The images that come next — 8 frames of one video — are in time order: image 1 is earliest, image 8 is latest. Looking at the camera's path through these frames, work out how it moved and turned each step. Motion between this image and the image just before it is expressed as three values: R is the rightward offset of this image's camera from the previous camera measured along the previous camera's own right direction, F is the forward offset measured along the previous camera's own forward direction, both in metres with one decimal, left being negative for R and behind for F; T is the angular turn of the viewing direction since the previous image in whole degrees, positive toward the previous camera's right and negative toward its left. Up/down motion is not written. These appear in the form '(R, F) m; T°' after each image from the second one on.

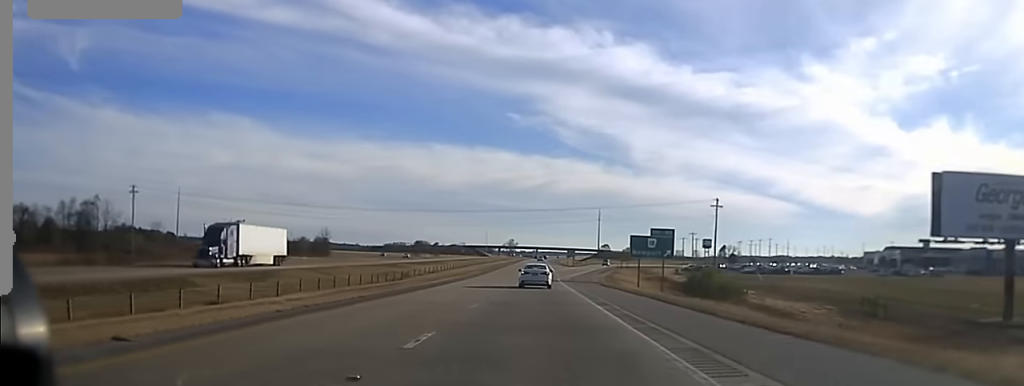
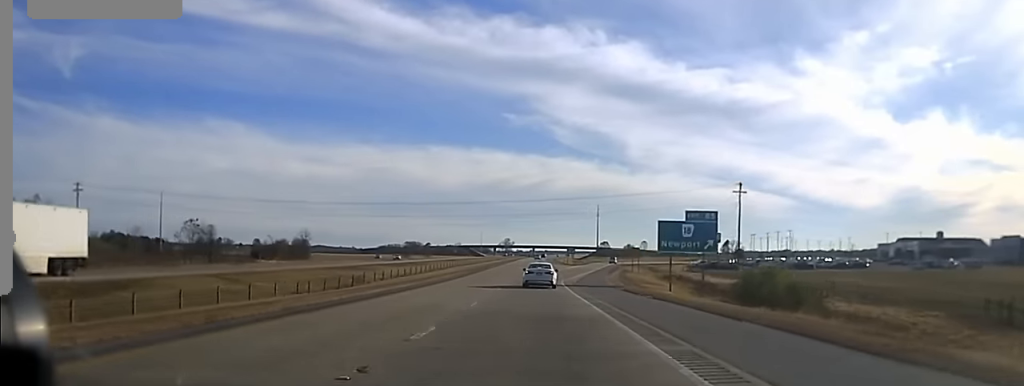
(-0.4, +23.5) m; 0°
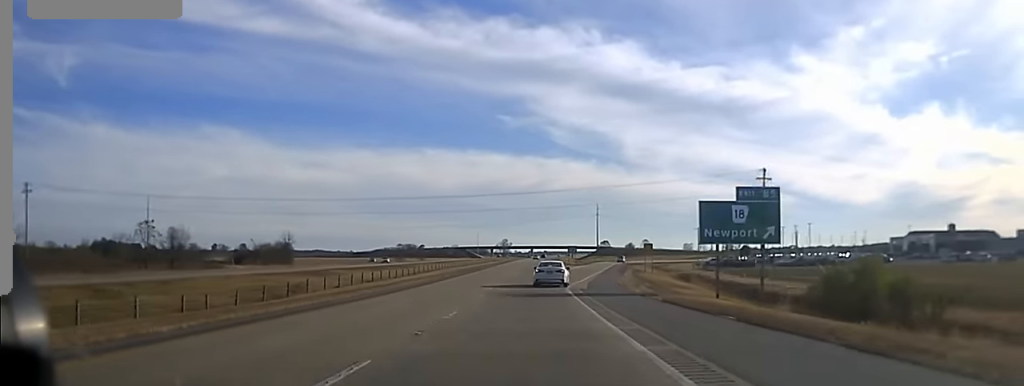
(-0.2, +18.2) m; 0°
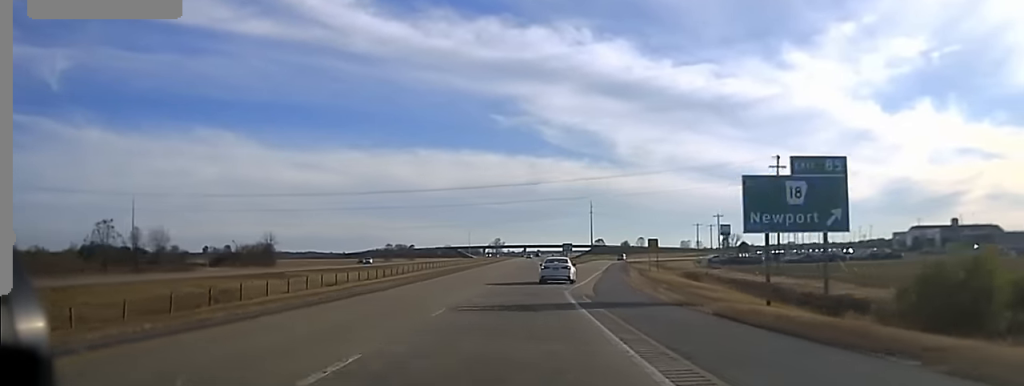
(+0.3, +11.9) m; +1°
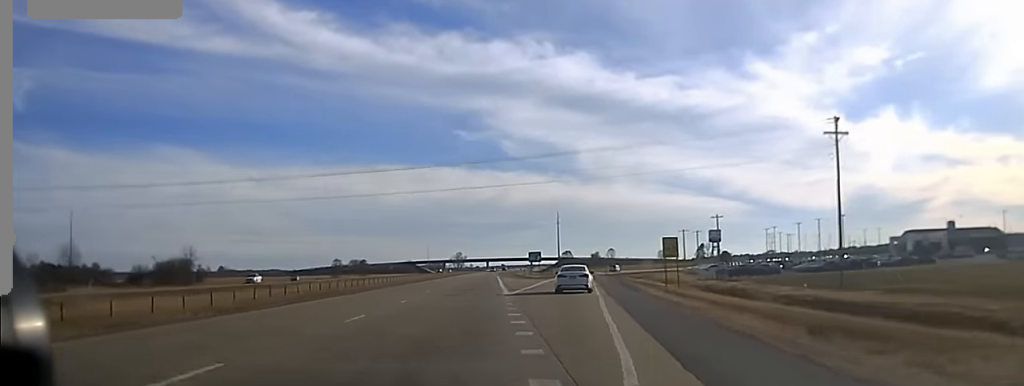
(+0.5, +37.5) m; +1°
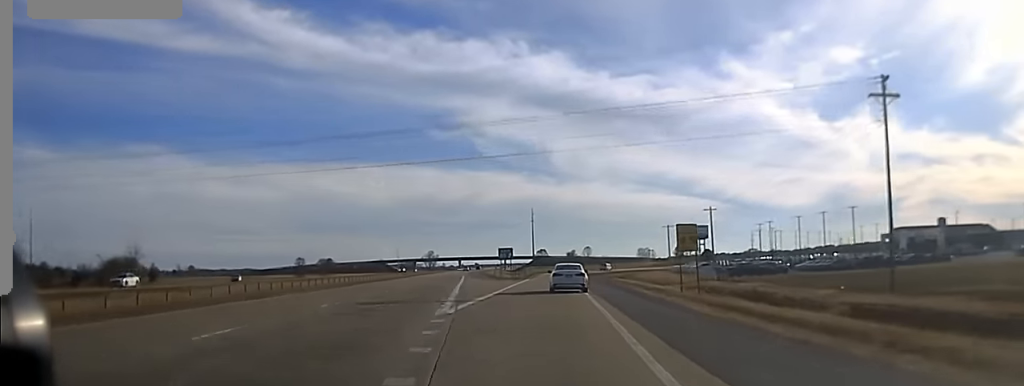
(+0.2, +18.3) m; +2°
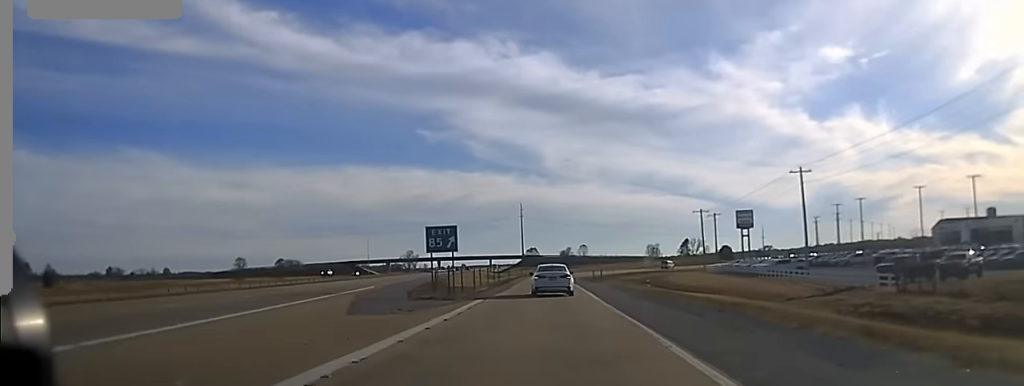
(+3.7, +58.8) m; +4°
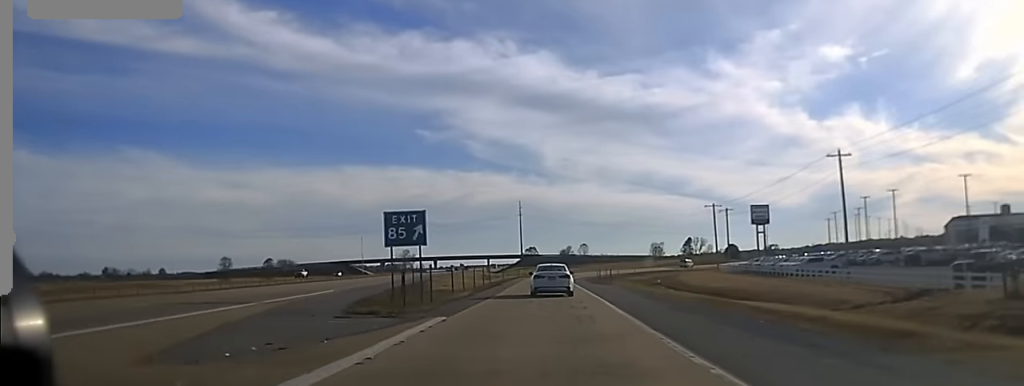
(-0.1, +13.8) m; -1°
